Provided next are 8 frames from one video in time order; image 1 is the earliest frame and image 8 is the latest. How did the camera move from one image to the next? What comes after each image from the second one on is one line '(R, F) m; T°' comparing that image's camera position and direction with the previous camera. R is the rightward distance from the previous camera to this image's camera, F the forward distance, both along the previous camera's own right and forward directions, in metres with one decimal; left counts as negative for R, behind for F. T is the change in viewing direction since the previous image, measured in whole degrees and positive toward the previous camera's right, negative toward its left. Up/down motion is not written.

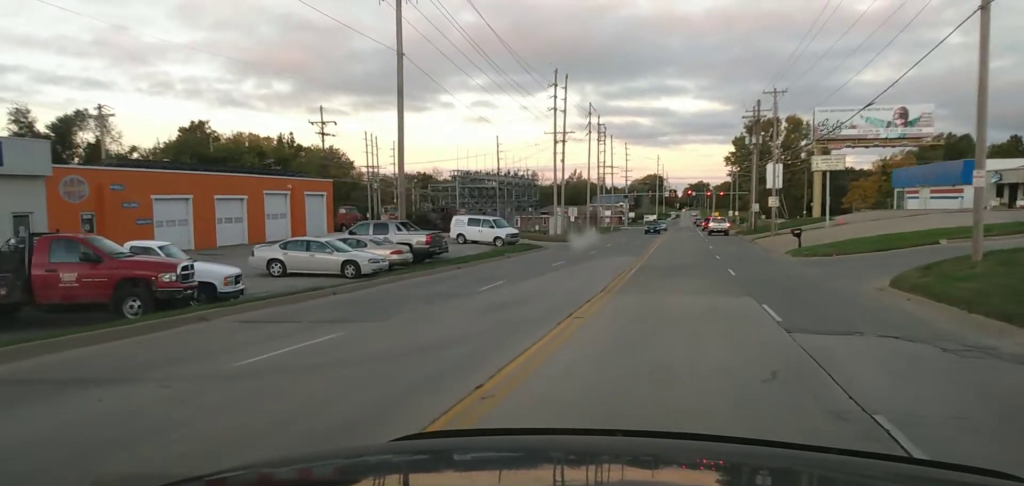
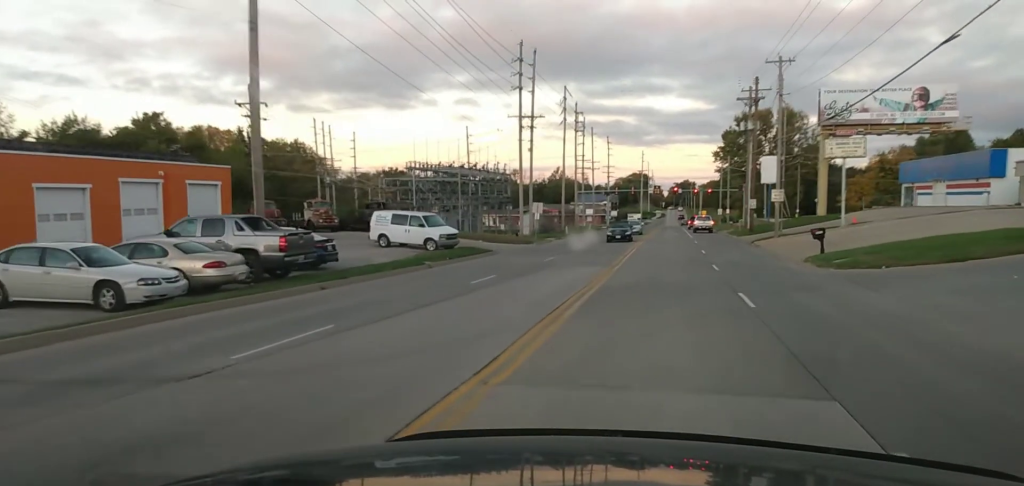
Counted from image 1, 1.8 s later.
(+0.9, +10.1) m; +7°
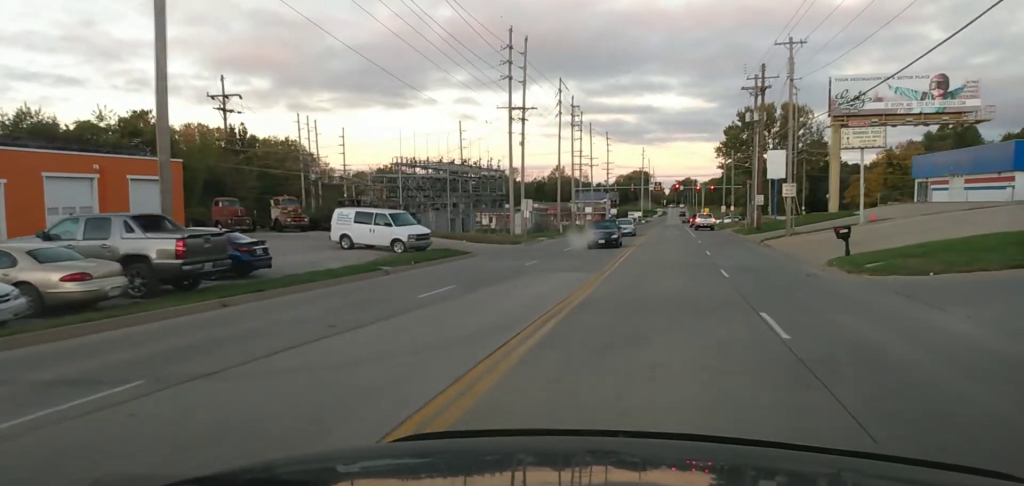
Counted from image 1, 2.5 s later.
(0.0, +4.5) m; -1°
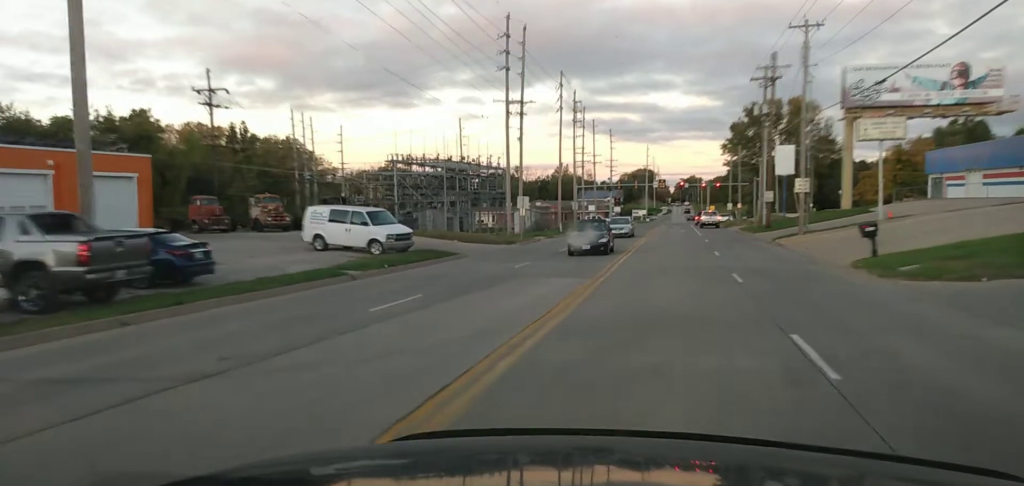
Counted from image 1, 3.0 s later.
(-0.1, +3.4) m; -2°
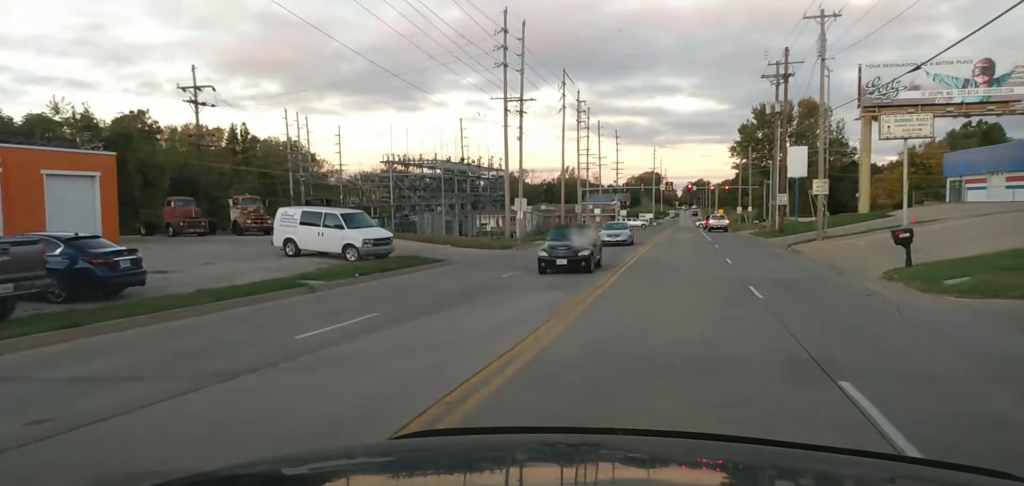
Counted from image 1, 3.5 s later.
(0.0, +3.5) m; -1°
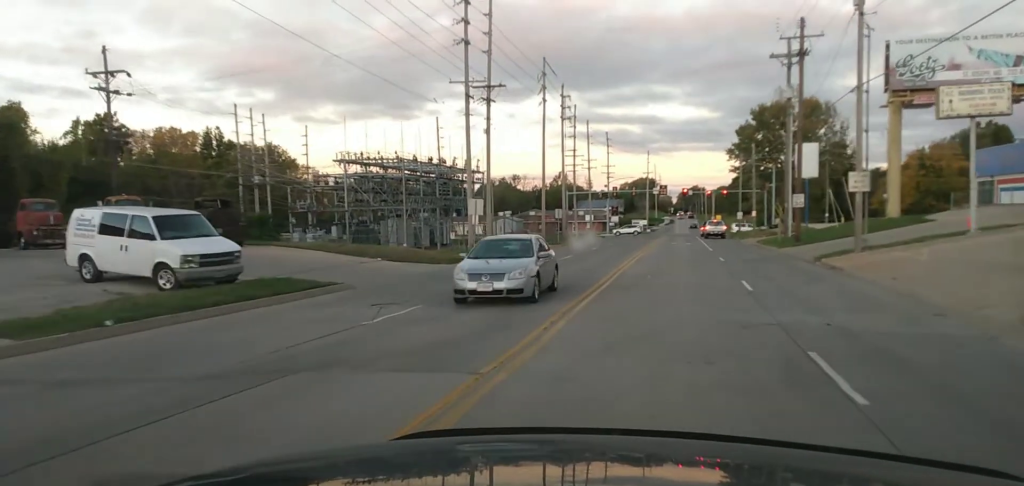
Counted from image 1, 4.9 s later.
(-0.3, +9.4) m; -2°
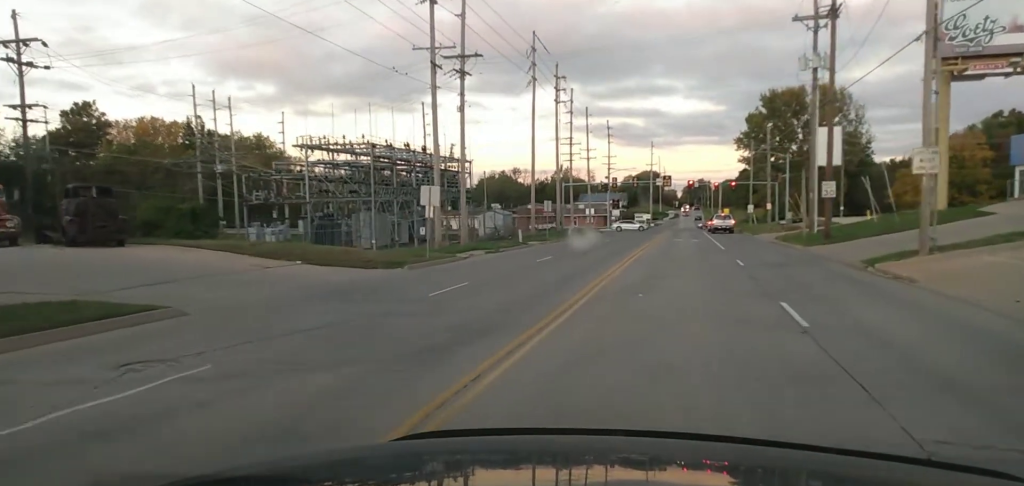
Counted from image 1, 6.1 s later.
(0.0, +8.1) m; +1°
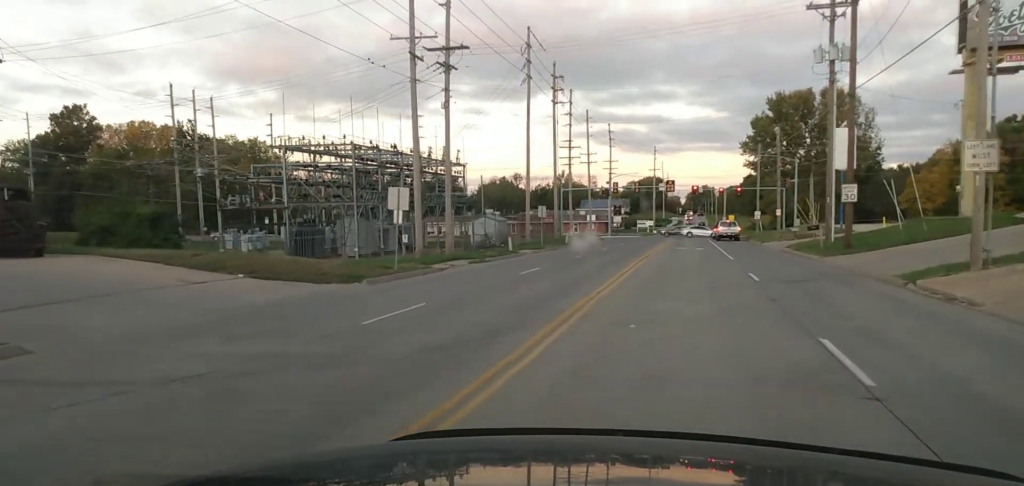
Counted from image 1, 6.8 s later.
(0.0, +4.8) m; -2°
